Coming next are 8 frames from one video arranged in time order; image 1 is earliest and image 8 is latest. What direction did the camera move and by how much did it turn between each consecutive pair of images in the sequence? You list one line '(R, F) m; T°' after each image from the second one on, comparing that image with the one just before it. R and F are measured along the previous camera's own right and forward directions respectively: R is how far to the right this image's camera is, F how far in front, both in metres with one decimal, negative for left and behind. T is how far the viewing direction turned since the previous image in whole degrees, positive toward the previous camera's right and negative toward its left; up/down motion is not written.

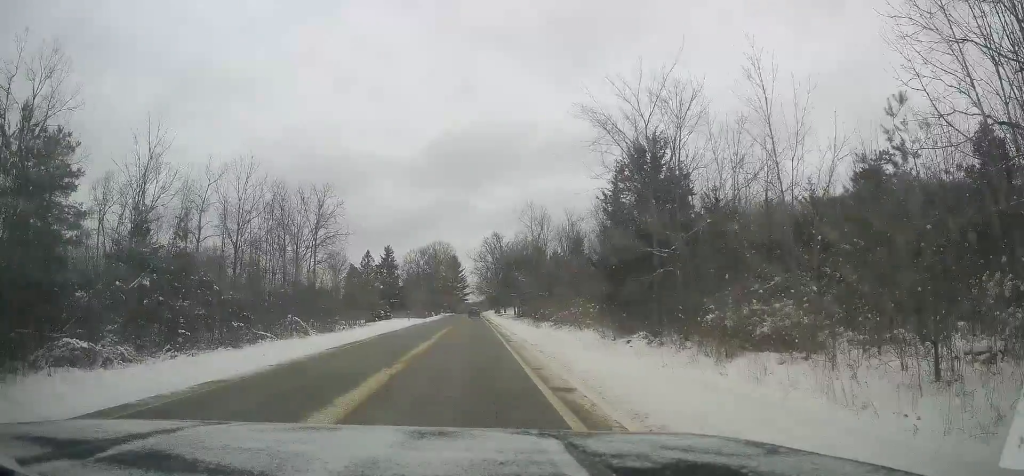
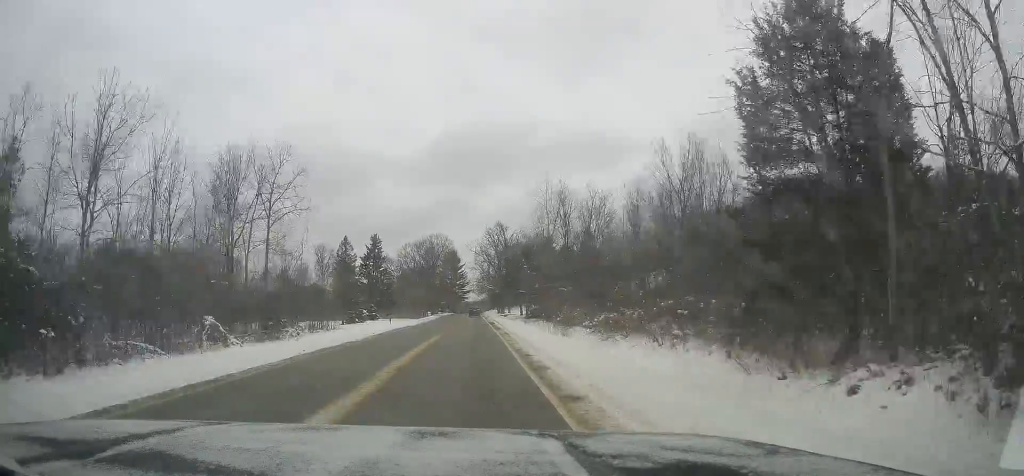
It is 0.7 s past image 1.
(+0.1, +17.3) m; 0°
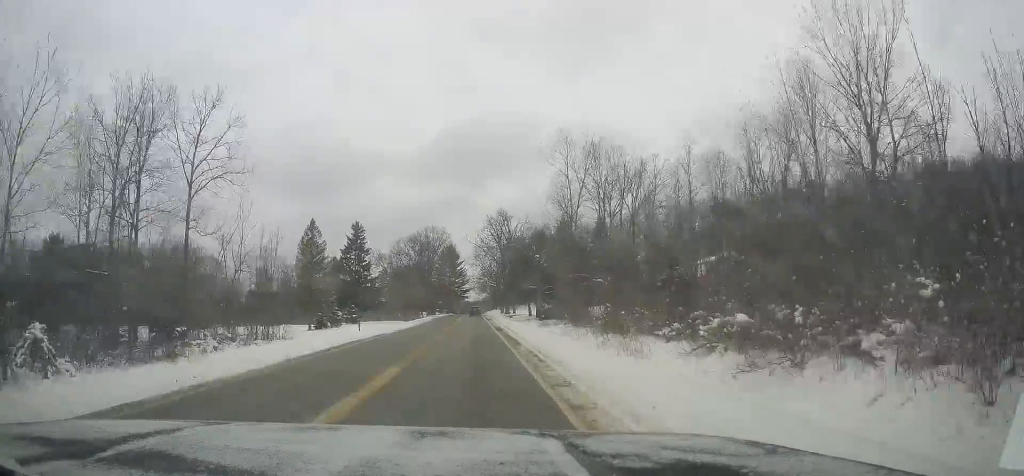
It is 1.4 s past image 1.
(0.0, +16.3) m; -1°
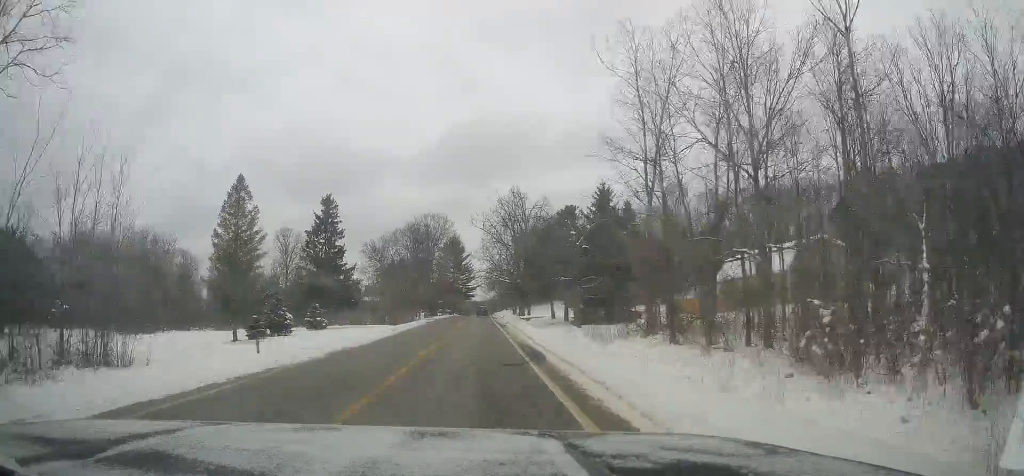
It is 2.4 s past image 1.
(-0.2, +21.9) m; 0°
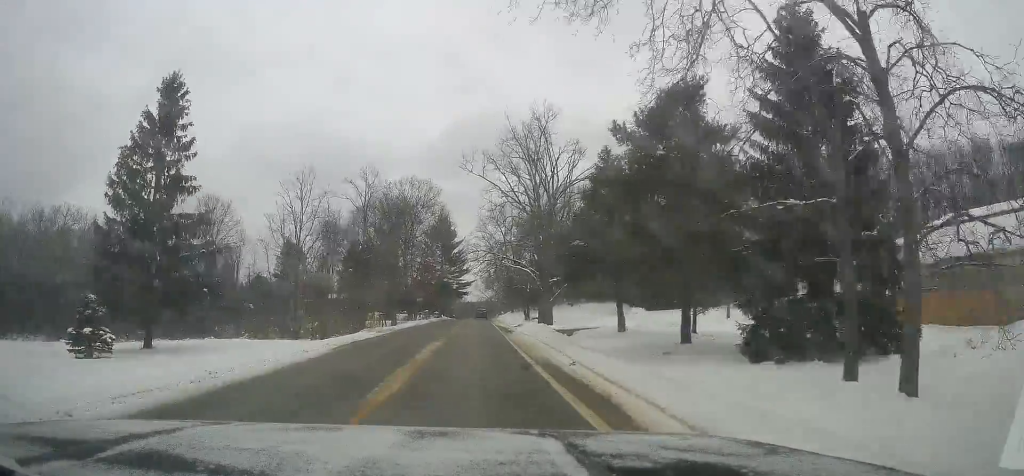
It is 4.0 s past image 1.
(+0.1, +38.0) m; 0°
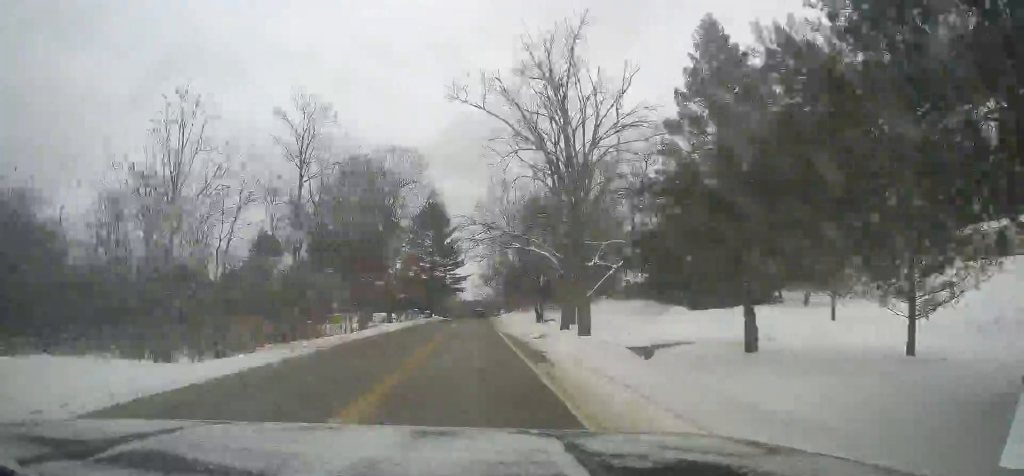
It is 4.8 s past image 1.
(0.0, +19.3) m; 0°
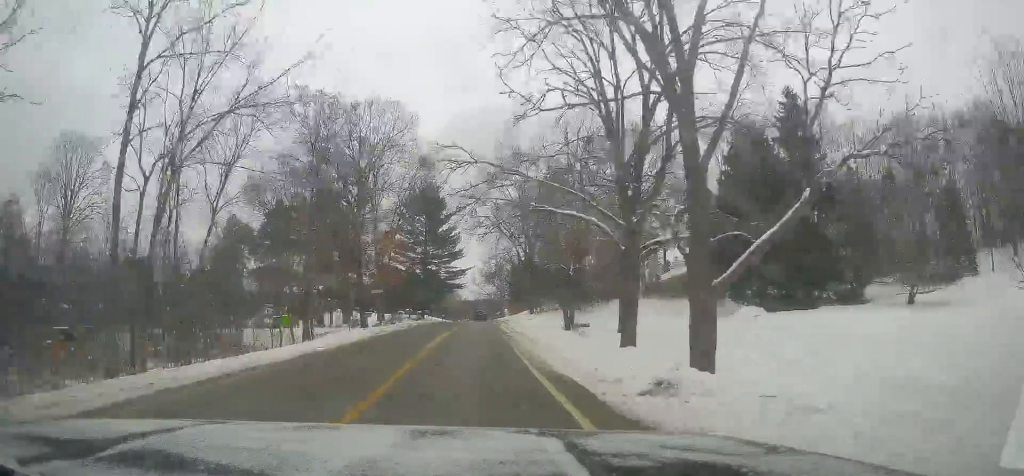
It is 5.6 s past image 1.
(0.0, +18.5) m; 0°
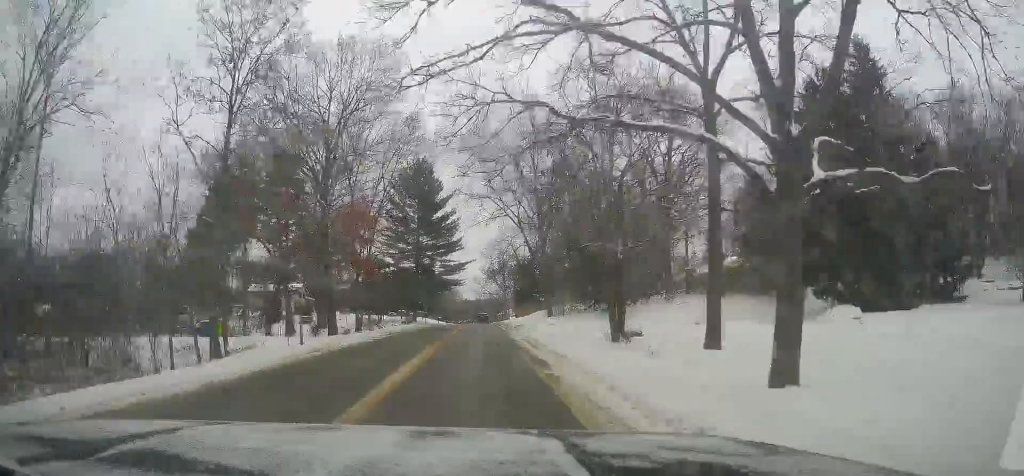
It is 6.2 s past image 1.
(0.0, +13.9) m; +1°
